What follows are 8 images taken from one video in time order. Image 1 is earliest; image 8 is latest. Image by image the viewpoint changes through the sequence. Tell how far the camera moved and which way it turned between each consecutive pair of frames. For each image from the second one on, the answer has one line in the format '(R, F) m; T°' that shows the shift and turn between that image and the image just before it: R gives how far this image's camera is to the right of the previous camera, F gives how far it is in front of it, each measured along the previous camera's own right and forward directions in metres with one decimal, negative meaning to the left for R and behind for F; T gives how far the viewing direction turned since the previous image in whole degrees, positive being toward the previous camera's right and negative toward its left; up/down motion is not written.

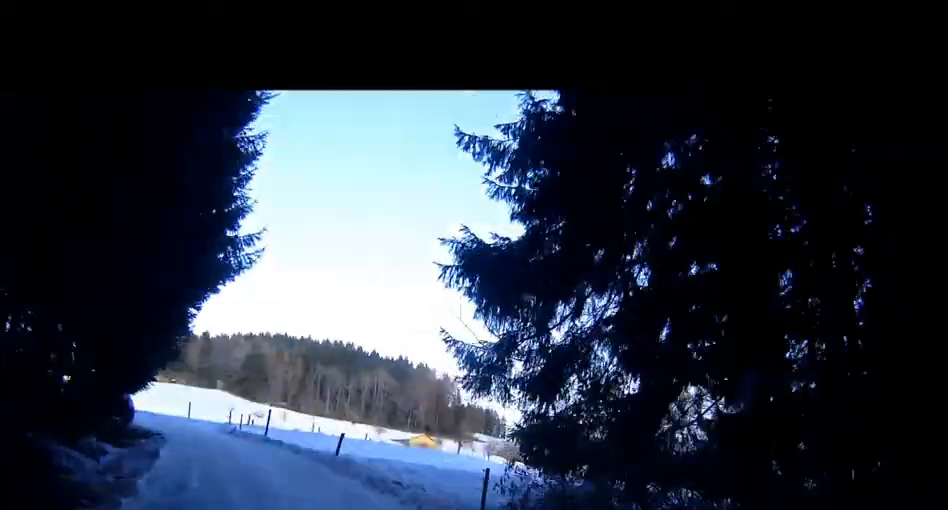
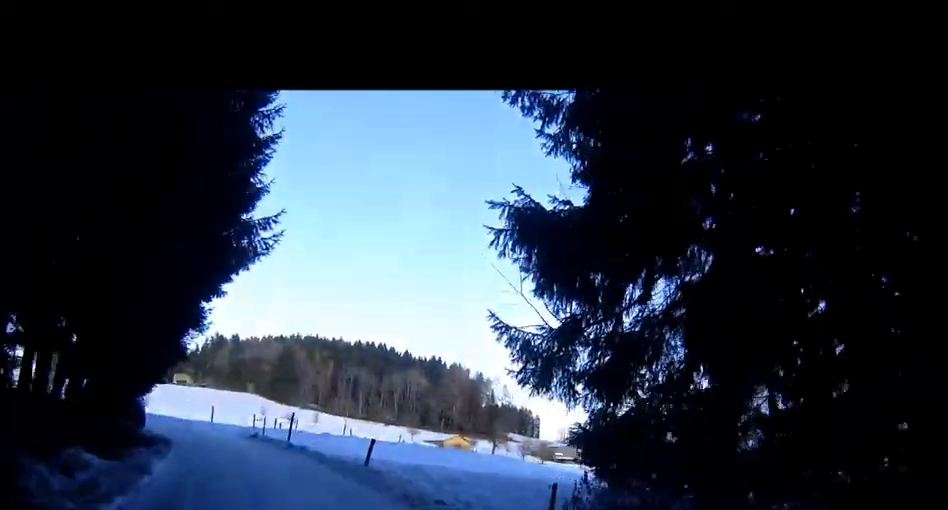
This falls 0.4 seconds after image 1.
(+0.2, +2.1) m; 0°
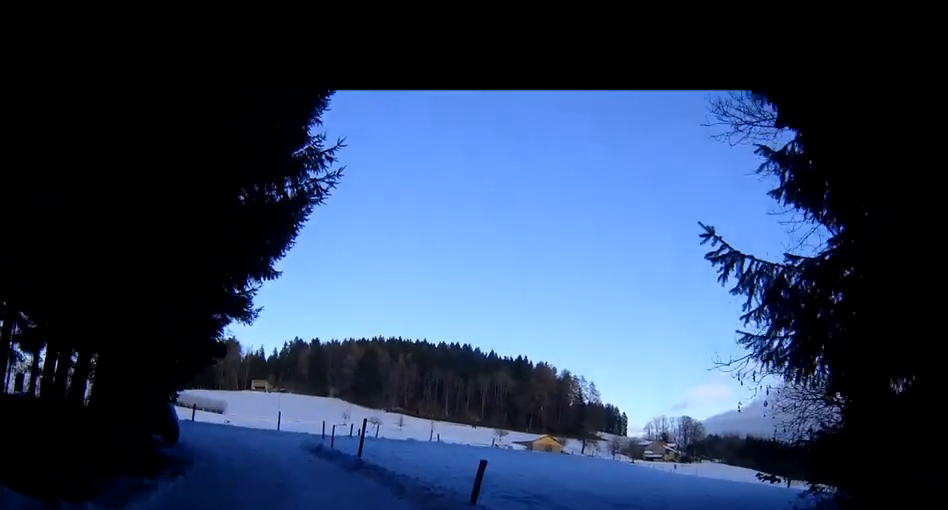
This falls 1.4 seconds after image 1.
(-0.1, +5.1) m; -3°
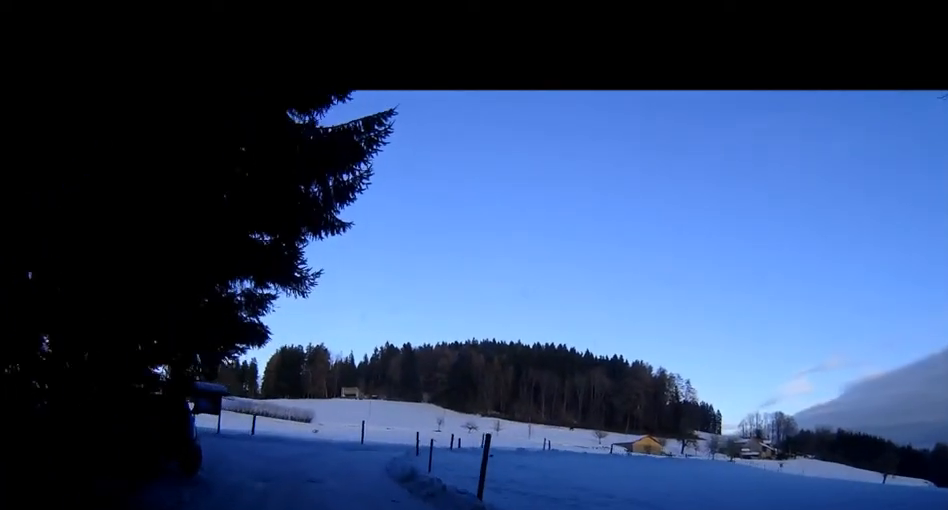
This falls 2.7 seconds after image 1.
(-0.2, +6.9) m; -4°
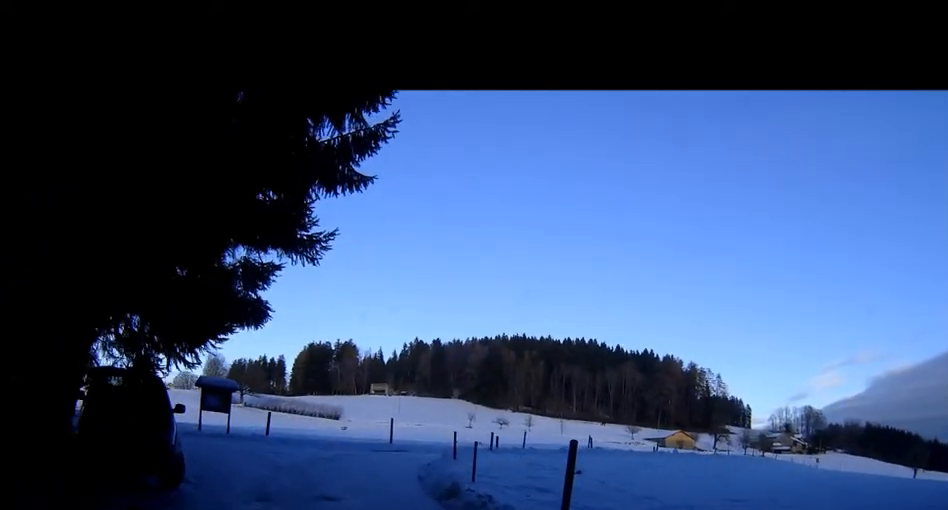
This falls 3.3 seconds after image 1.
(-0.1, +3.2) m; -4°
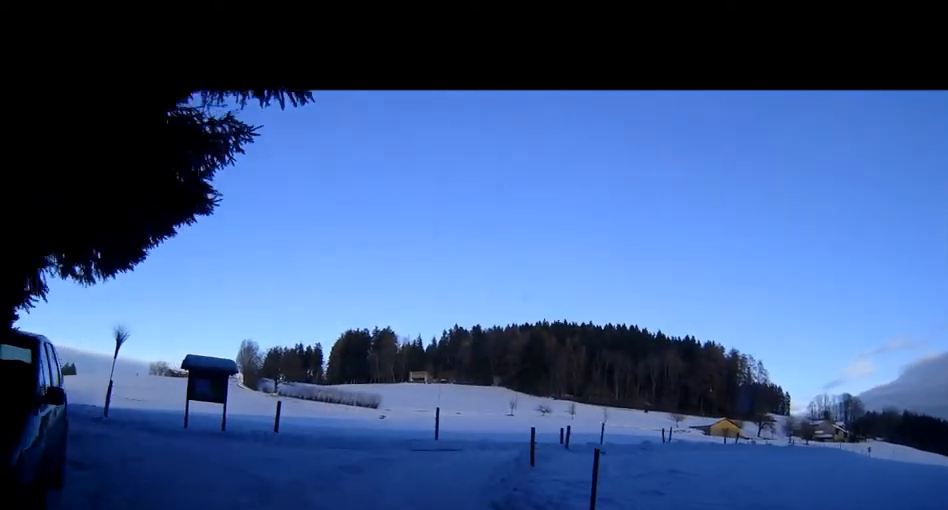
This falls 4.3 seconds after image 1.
(-0.4, +5.9) m; -7°
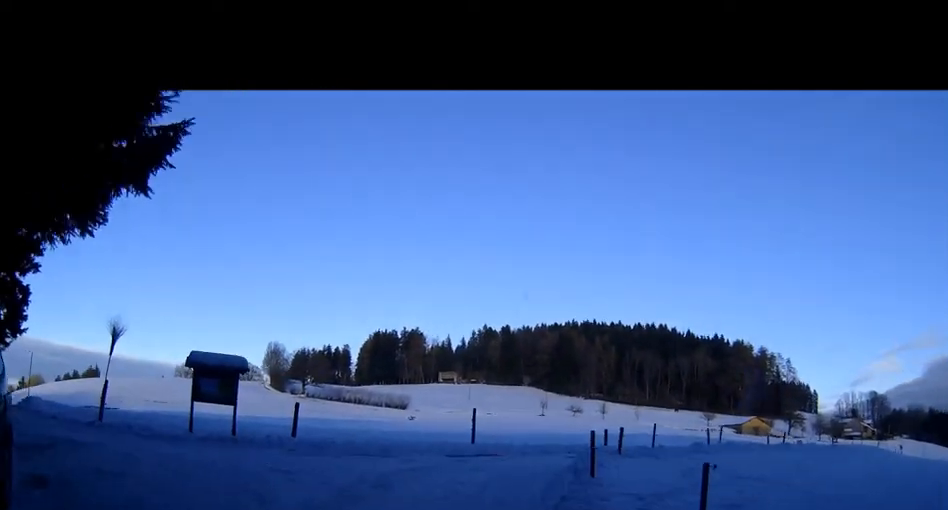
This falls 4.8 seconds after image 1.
(-0.1, +2.3) m; -3°
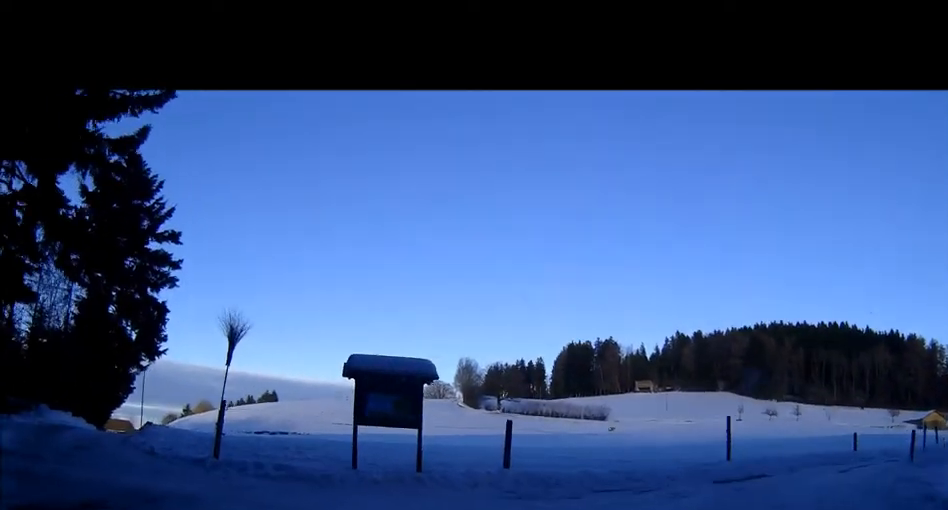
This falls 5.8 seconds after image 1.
(-0.2, +5.3) m; -6°
